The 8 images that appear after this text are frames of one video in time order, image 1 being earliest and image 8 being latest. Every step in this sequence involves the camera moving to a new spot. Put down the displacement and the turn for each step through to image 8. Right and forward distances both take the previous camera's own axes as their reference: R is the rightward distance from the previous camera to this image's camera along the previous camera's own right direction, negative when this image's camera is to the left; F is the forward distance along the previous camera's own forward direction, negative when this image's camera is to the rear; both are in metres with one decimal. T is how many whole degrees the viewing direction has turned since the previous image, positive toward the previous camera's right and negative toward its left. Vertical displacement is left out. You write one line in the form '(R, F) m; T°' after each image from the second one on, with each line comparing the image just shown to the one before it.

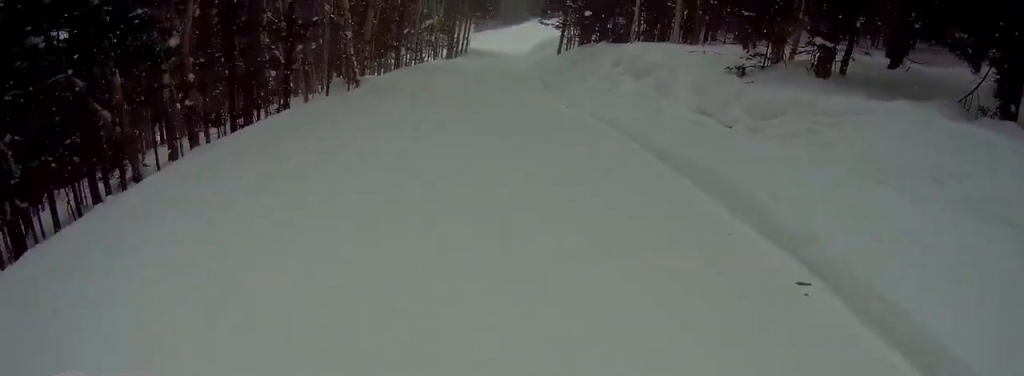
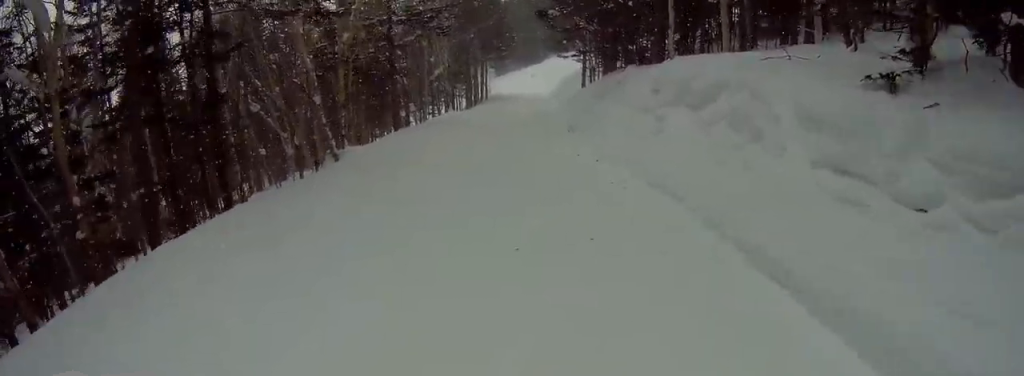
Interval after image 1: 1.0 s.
(-0.1, +5.8) m; -7°
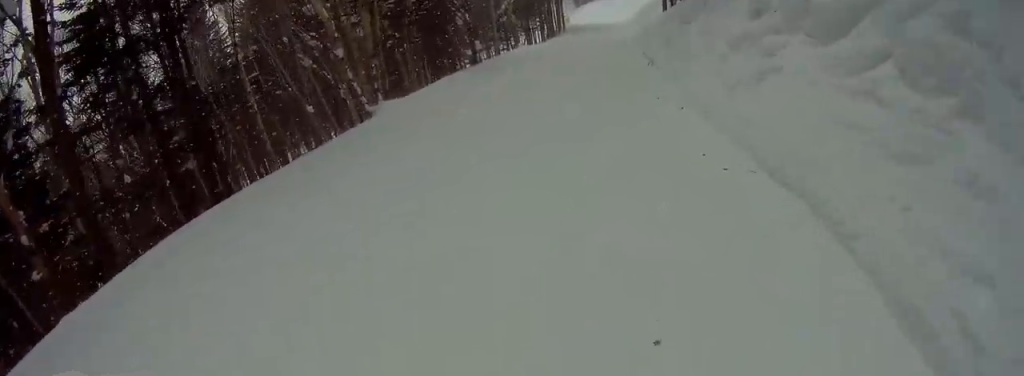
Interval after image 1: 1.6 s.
(-0.3, +4.0) m; -6°
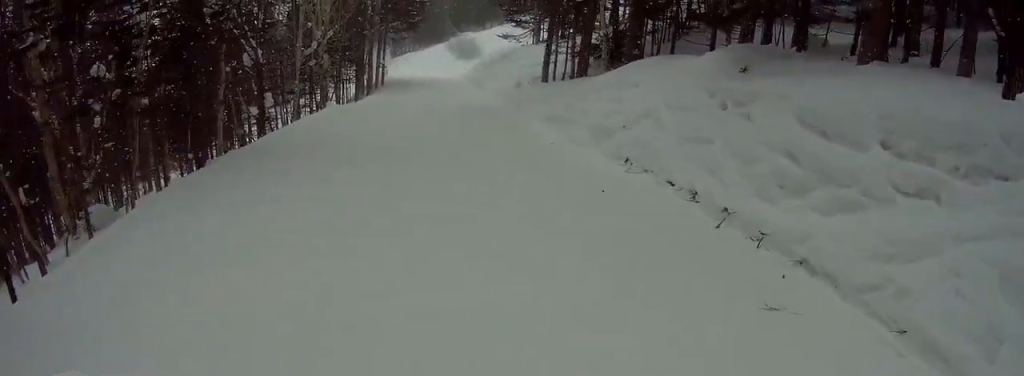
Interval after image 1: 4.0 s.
(0.0, +16.0) m; +6°
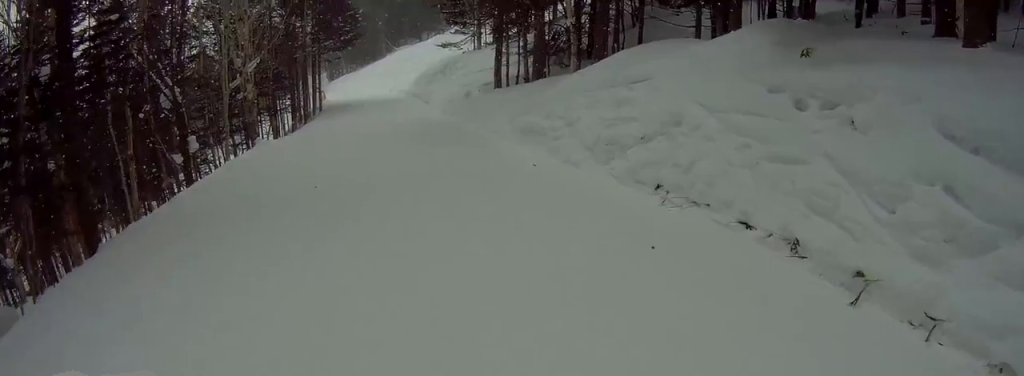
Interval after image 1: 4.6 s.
(+0.2, +4.7) m; +3°
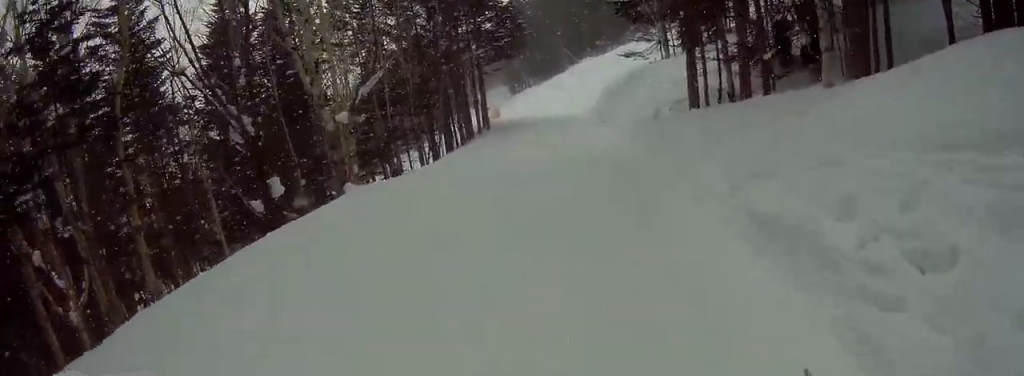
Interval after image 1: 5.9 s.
(+0.4, +13.9) m; +1°
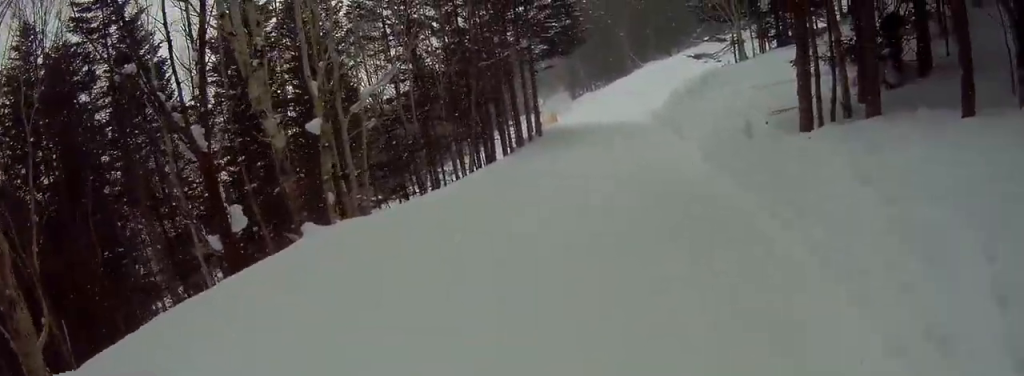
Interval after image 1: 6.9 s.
(0.0, +9.3) m; -4°
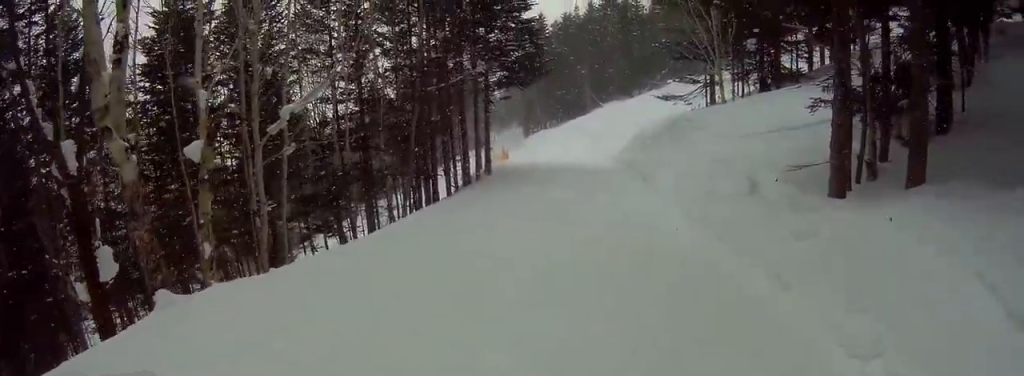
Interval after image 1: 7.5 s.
(-0.6, +5.1) m; -1°
